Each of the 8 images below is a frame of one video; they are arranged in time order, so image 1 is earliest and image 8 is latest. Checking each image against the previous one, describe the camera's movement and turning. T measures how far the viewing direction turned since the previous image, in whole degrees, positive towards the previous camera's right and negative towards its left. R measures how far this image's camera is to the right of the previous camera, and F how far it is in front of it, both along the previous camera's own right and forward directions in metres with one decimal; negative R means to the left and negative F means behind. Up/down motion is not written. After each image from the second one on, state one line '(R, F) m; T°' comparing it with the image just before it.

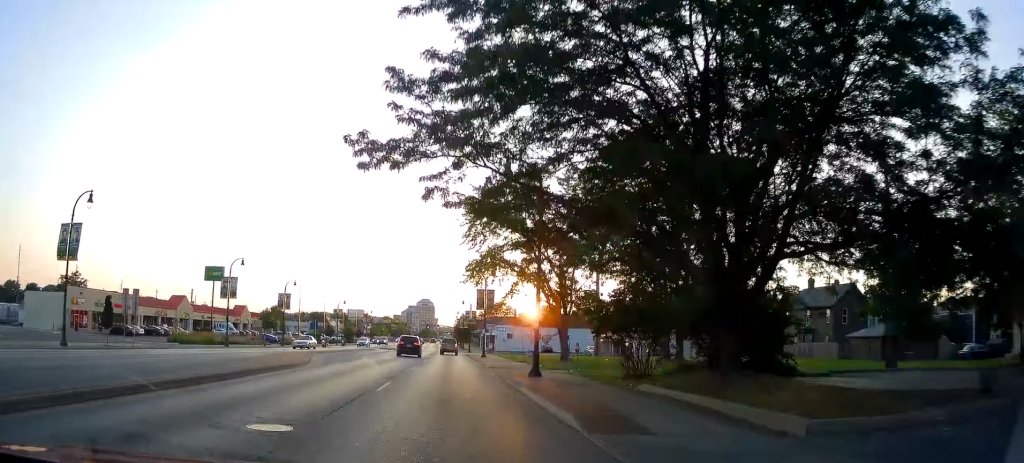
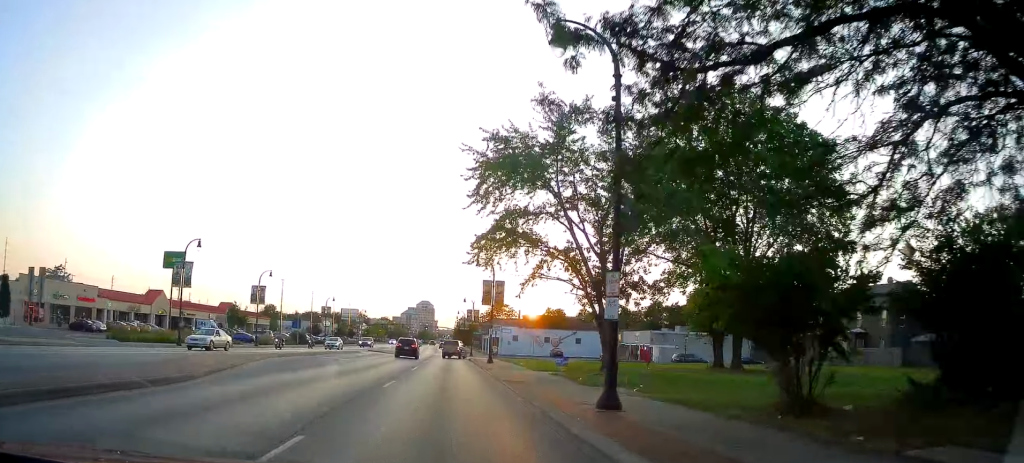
(+0.1, +10.6) m; 0°
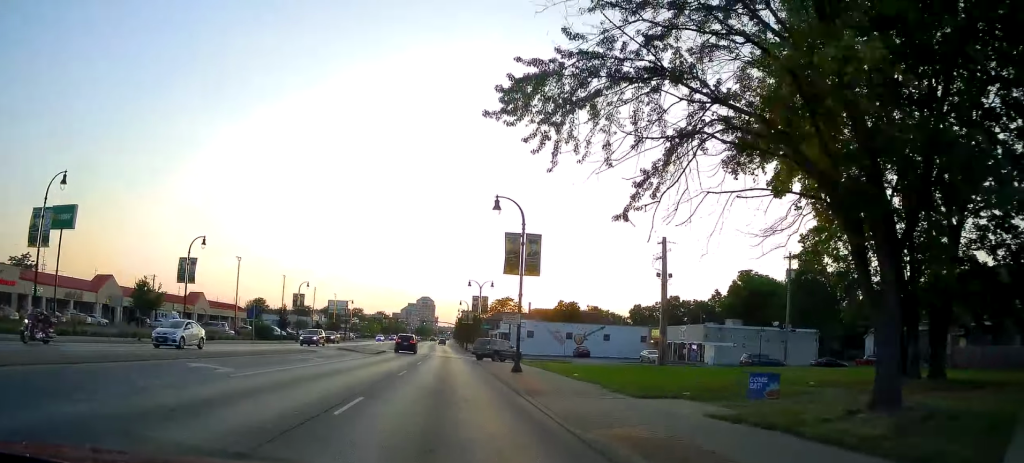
(-0.1, +19.1) m; -1°
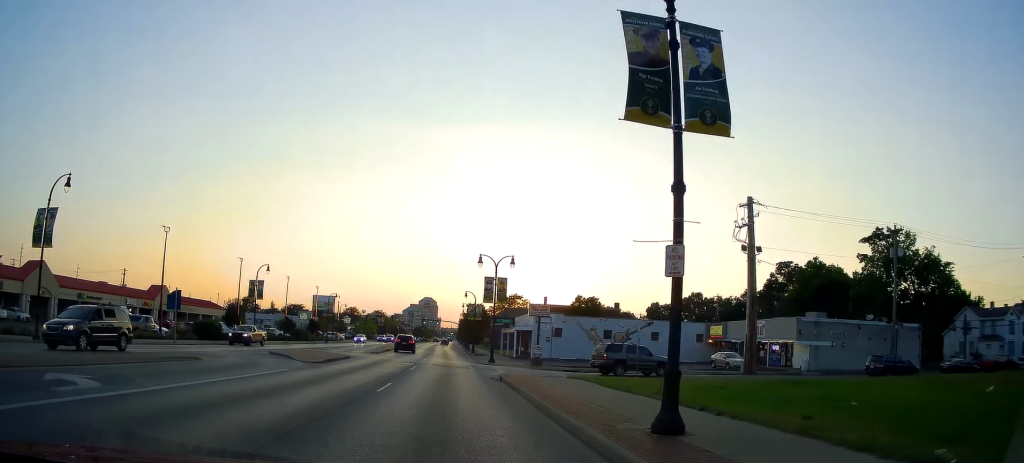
(-0.3, +19.8) m; -1°
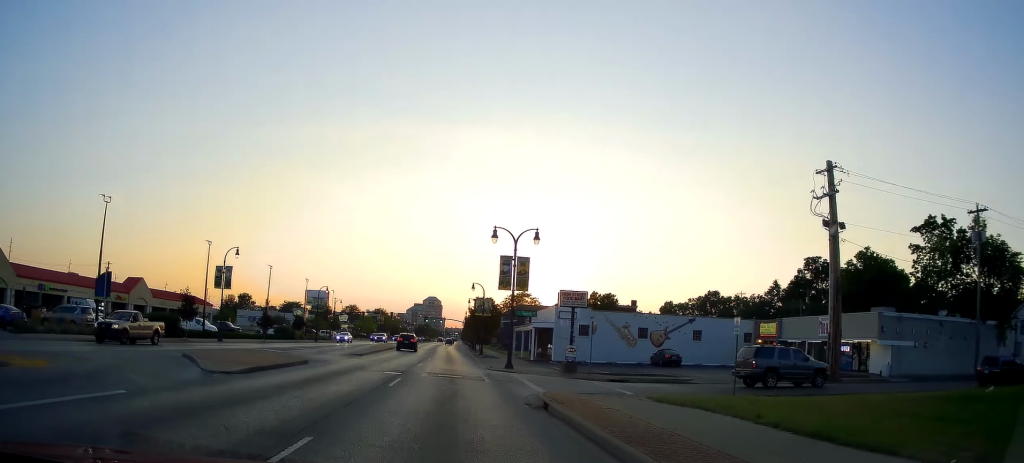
(0.0, +10.9) m; 0°
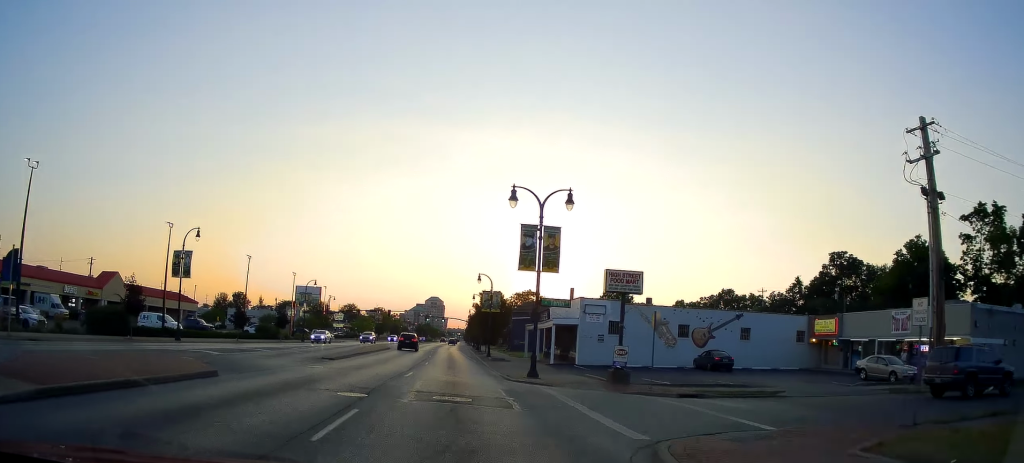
(0.0, +9.4) m; +1°
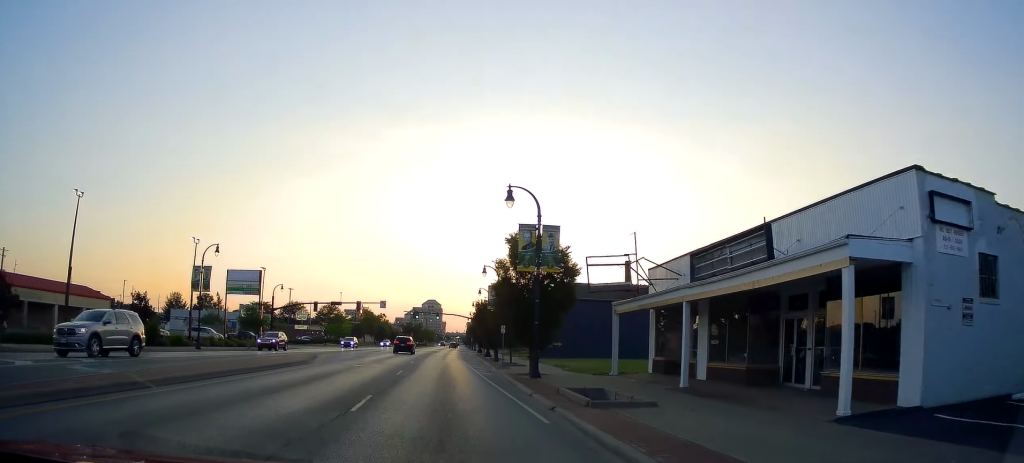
(+0.3, +33.8) m; 0°
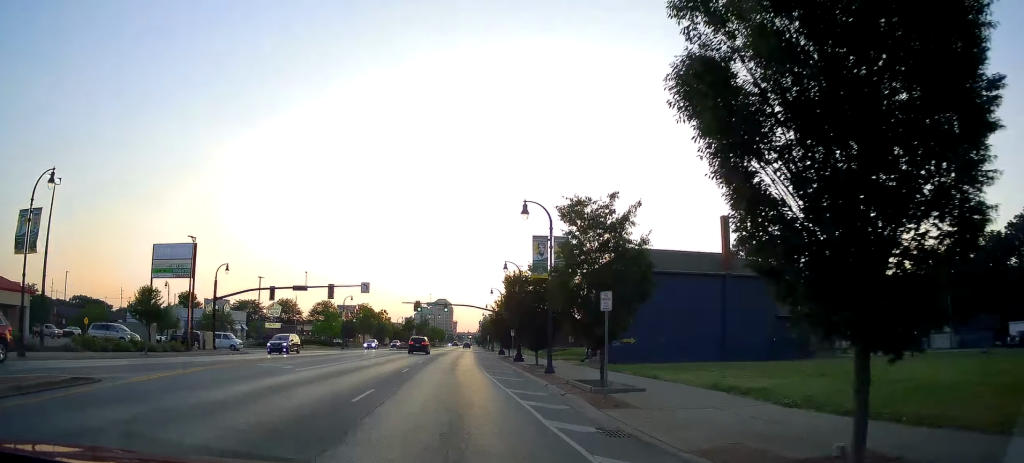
(-0.2, +22.8) m; 0°
